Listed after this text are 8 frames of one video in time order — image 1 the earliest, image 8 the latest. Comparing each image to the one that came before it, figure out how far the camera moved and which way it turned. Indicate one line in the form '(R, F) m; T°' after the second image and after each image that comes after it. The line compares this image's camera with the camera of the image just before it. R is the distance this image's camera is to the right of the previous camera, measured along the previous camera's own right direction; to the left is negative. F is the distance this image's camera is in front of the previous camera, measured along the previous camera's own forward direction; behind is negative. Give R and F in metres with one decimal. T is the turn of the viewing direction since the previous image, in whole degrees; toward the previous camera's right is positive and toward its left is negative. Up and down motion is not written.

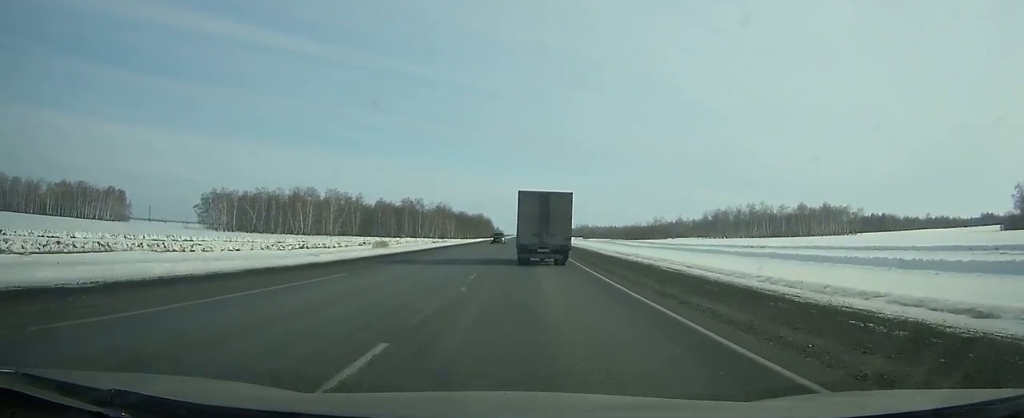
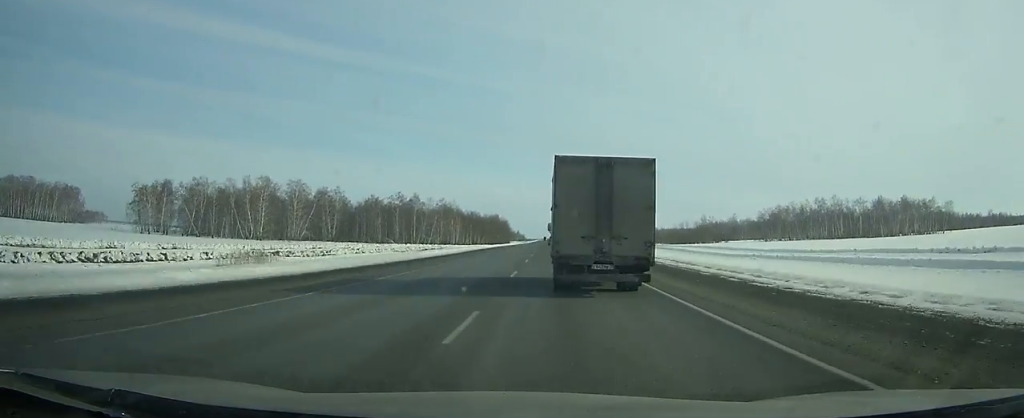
(-0.4, +60.3) m; 0°
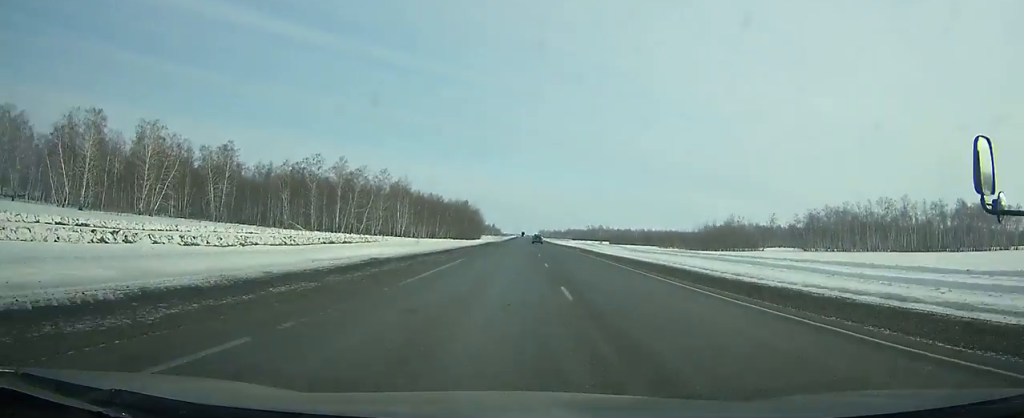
(-0.5, +66.7) m; 0°
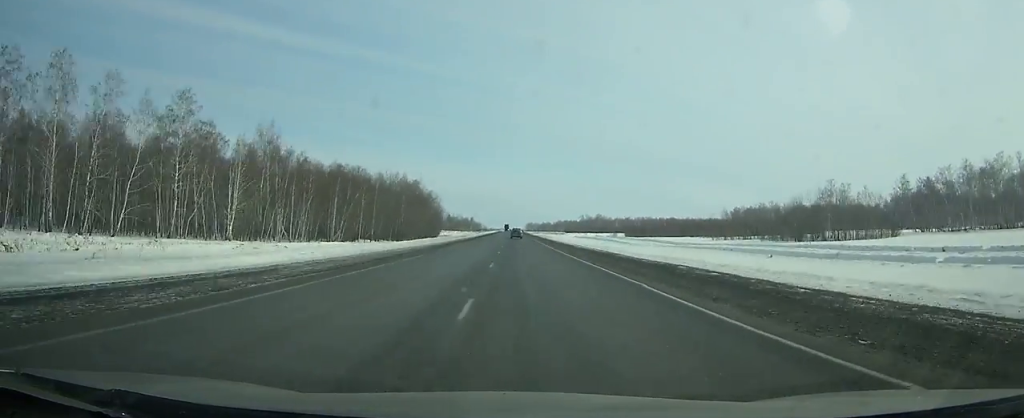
(+1.3, +85.2) m; +1°
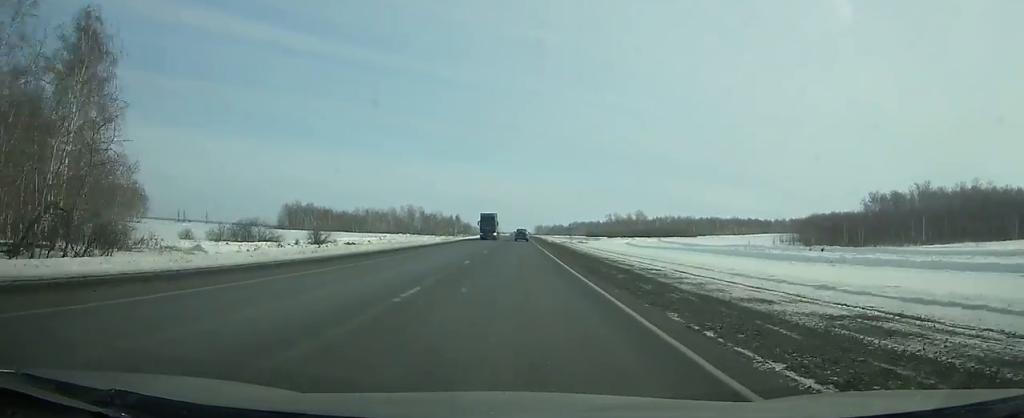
(-0.2, +140.4) m; 0°
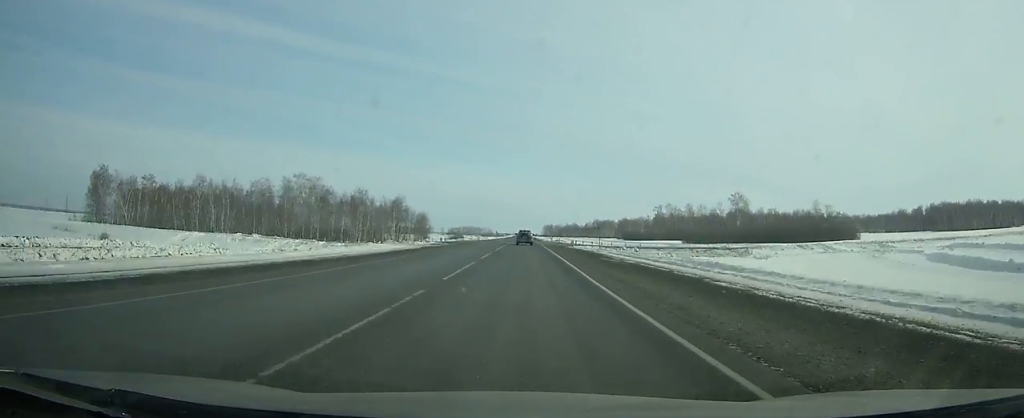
(-0.9, +153.4) m; 0°
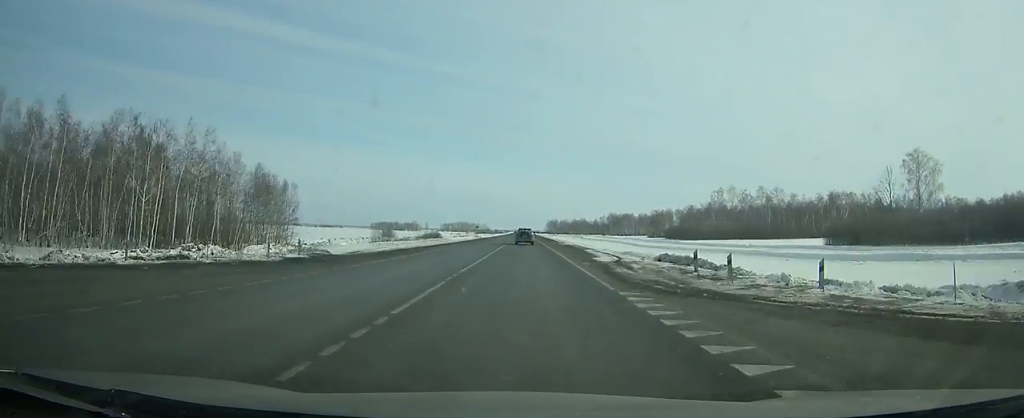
(-0.1, +97.0) m; 0°
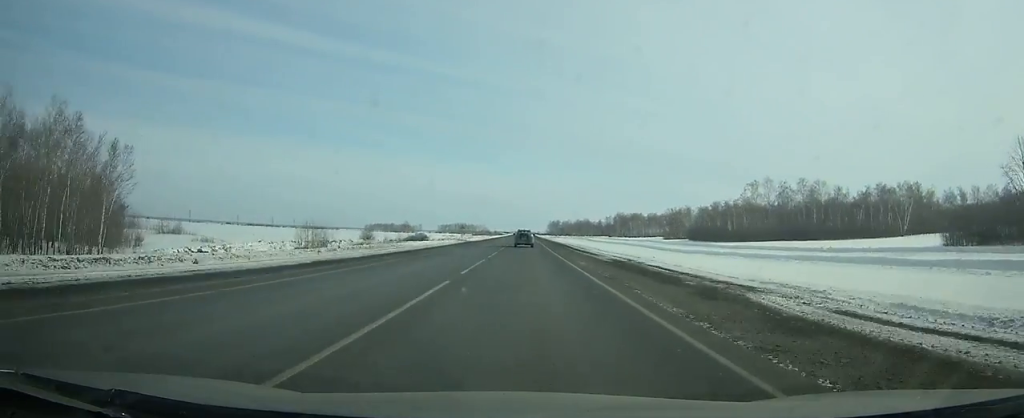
(0.0, +34.3) m; 0°
